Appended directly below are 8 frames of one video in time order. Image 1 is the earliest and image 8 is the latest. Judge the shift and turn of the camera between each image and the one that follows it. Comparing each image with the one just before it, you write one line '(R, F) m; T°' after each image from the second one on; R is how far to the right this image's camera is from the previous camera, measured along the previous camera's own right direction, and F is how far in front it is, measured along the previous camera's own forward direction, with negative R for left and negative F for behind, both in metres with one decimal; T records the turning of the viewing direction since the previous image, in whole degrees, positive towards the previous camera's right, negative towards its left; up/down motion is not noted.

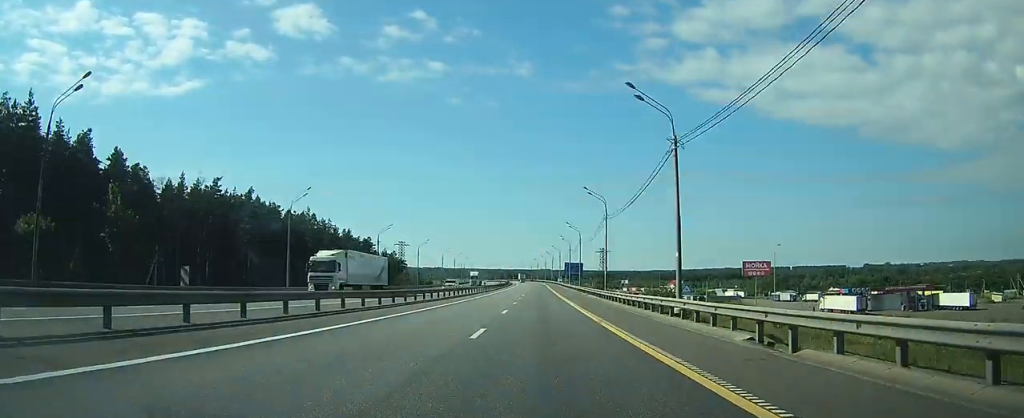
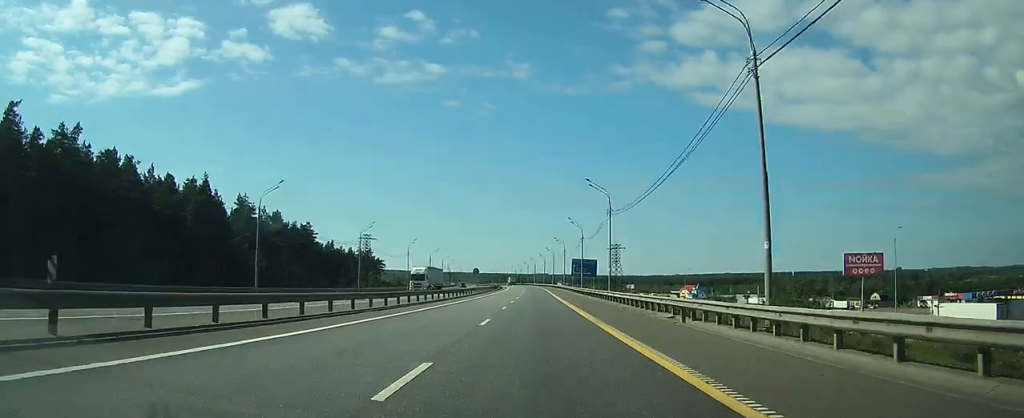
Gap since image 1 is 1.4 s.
(+0.5, +43.5) m; +1°
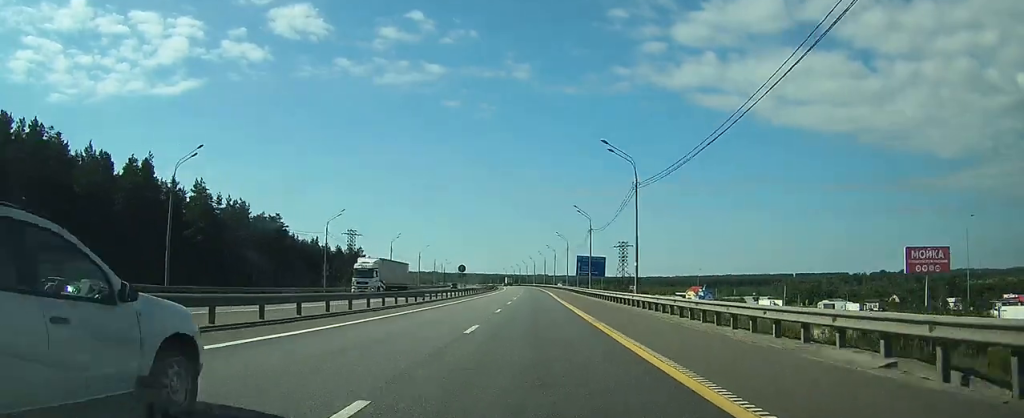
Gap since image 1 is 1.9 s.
(-0.1, +14.8) m; 0°
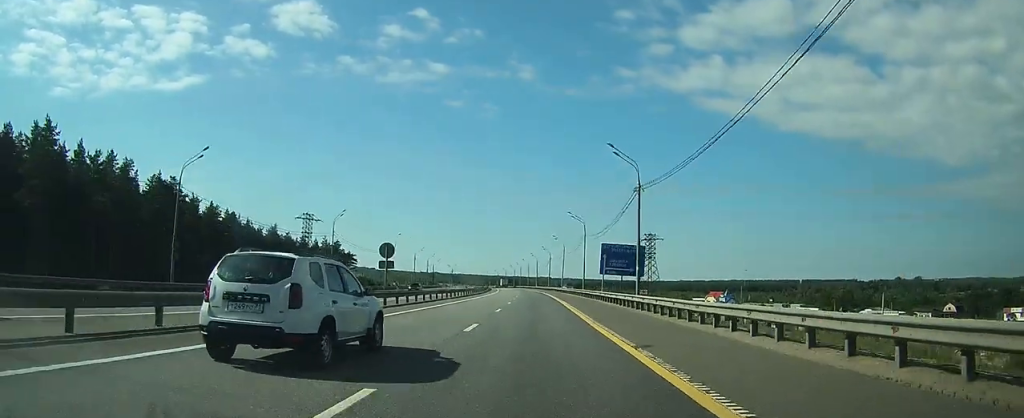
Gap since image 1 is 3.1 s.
(-0.2, +33.3) m; -1°
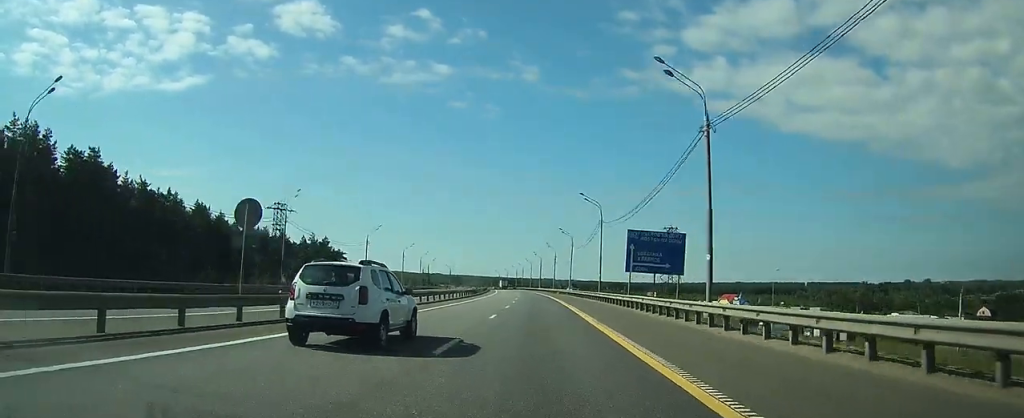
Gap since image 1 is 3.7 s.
(-0.1, +15.3) m; 0°
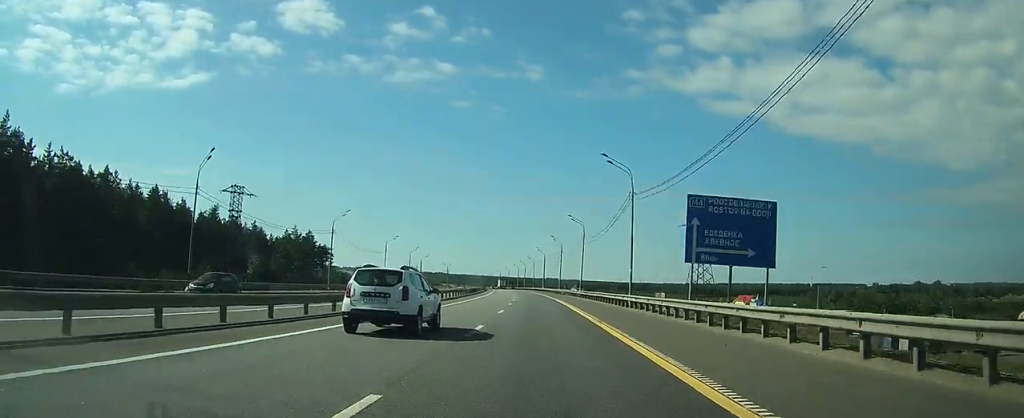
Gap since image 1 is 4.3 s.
(-0.1, +16.6) m; 0°
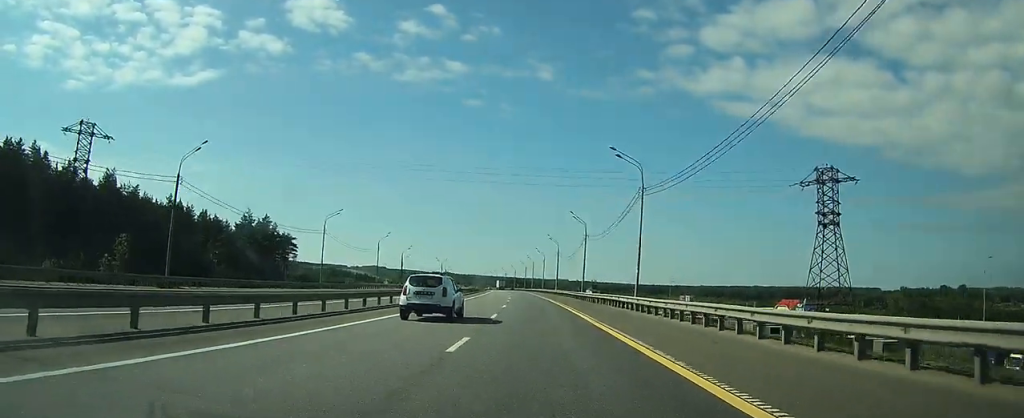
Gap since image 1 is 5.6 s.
(-0.1, +33.8) m; 0°
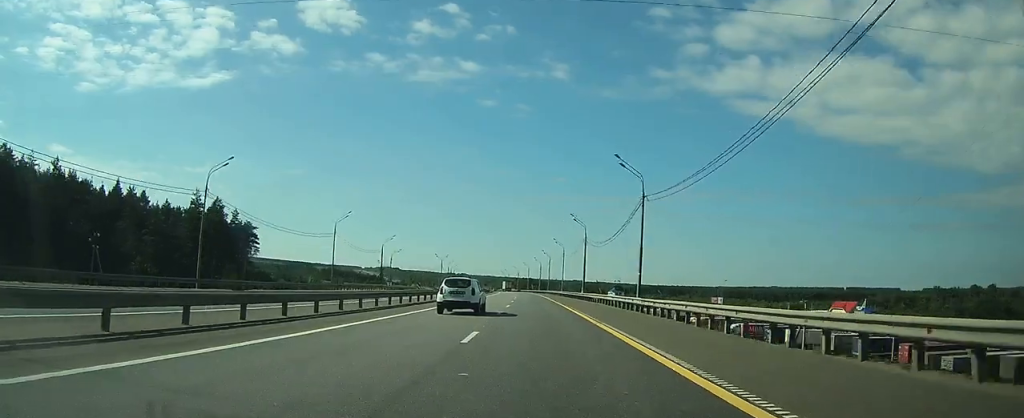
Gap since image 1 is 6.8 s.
(0.0, +29.2) m; 0°
